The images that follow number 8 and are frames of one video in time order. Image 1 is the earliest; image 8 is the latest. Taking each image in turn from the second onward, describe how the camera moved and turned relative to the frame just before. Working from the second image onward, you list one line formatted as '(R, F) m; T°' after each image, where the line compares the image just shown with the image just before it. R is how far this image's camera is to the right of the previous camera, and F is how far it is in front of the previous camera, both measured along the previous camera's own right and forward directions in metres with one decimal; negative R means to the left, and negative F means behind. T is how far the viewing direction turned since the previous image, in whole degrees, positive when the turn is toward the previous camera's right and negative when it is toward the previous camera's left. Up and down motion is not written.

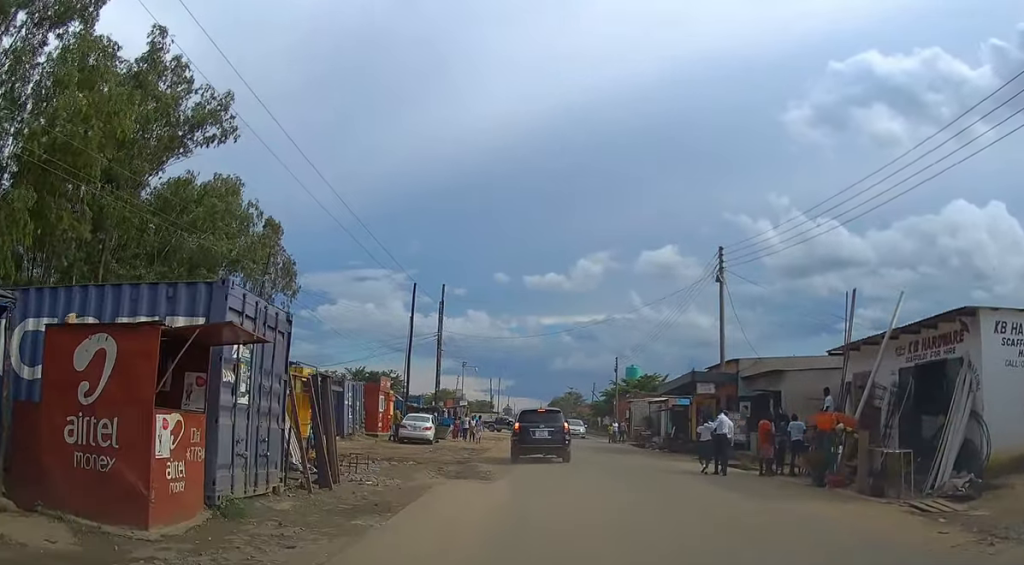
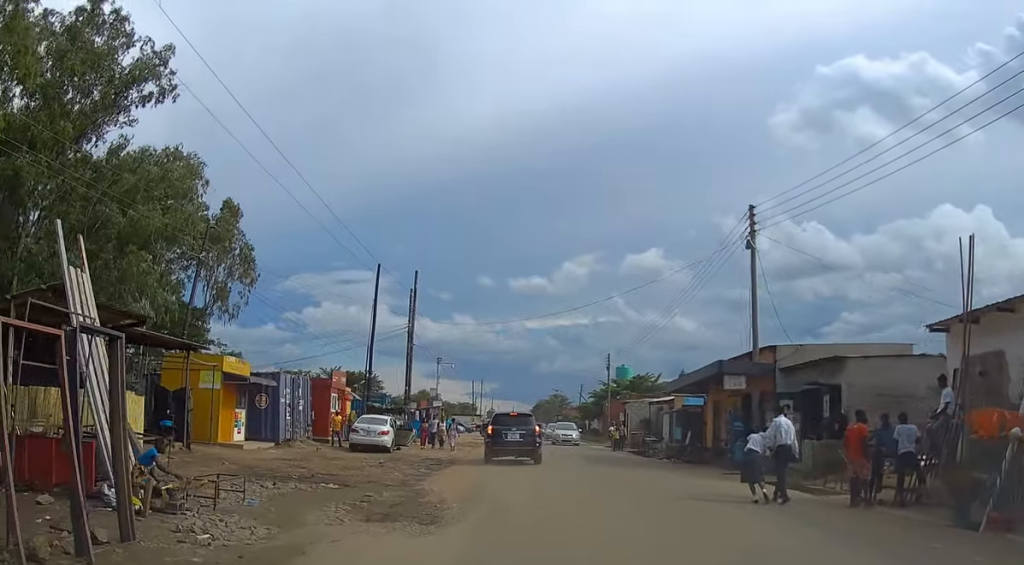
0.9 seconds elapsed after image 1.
(-0.1, +6.7) m; 0°
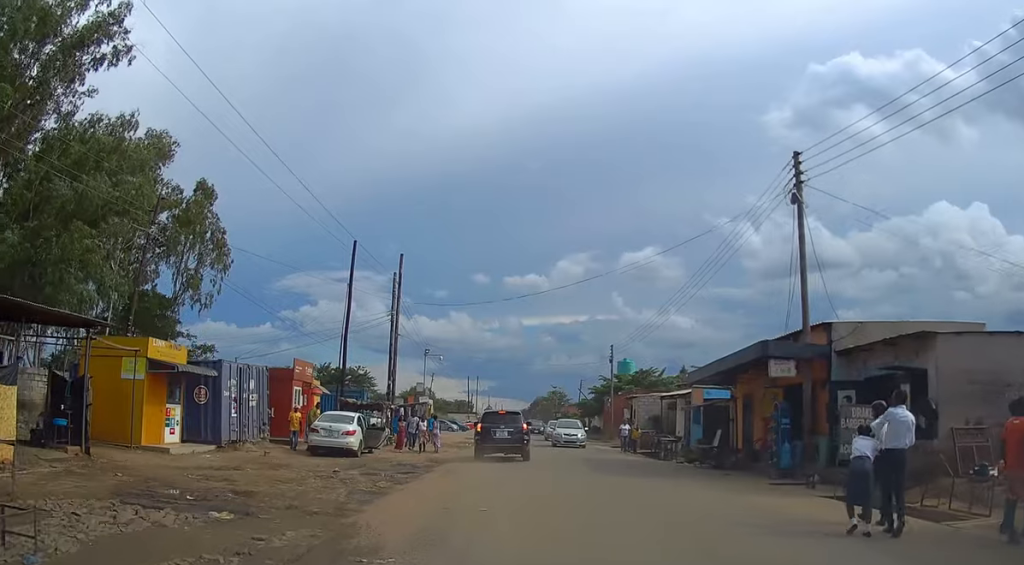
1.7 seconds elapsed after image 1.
(0.0, +5.0) m; 0°
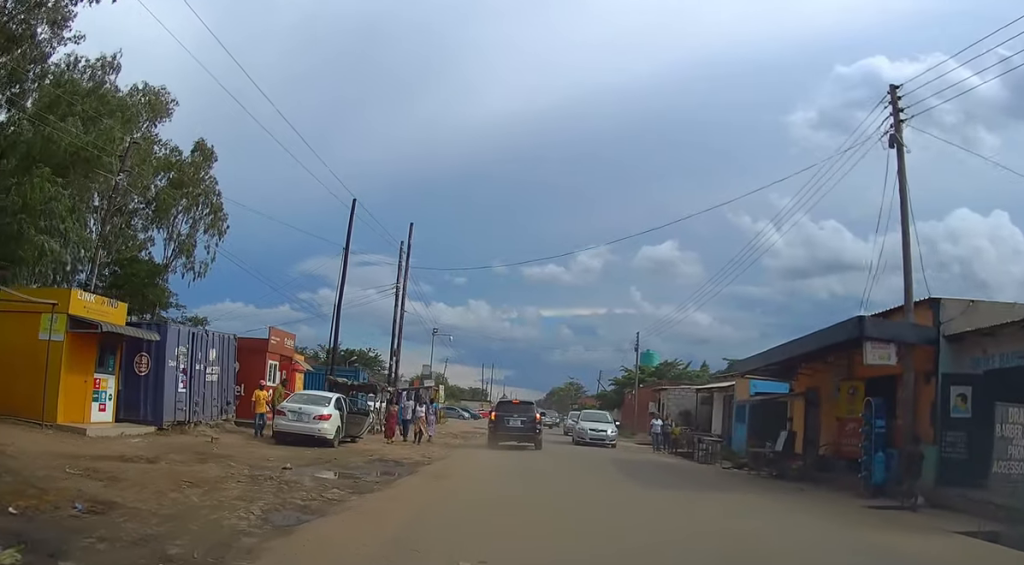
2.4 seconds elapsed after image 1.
(+0.1, +4.8) m; 0°
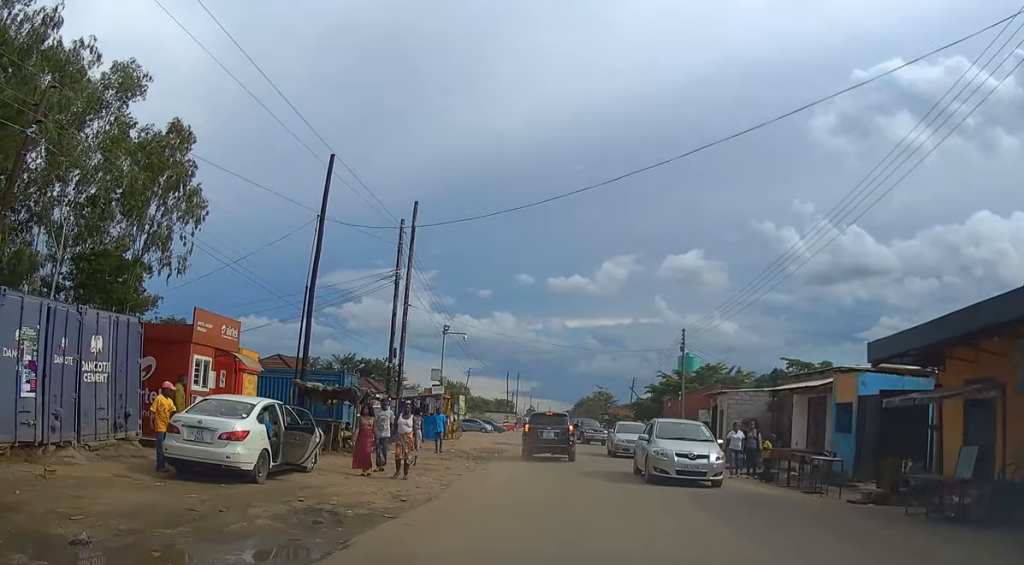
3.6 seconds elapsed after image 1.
(-0.1, +7.4) m; -1°
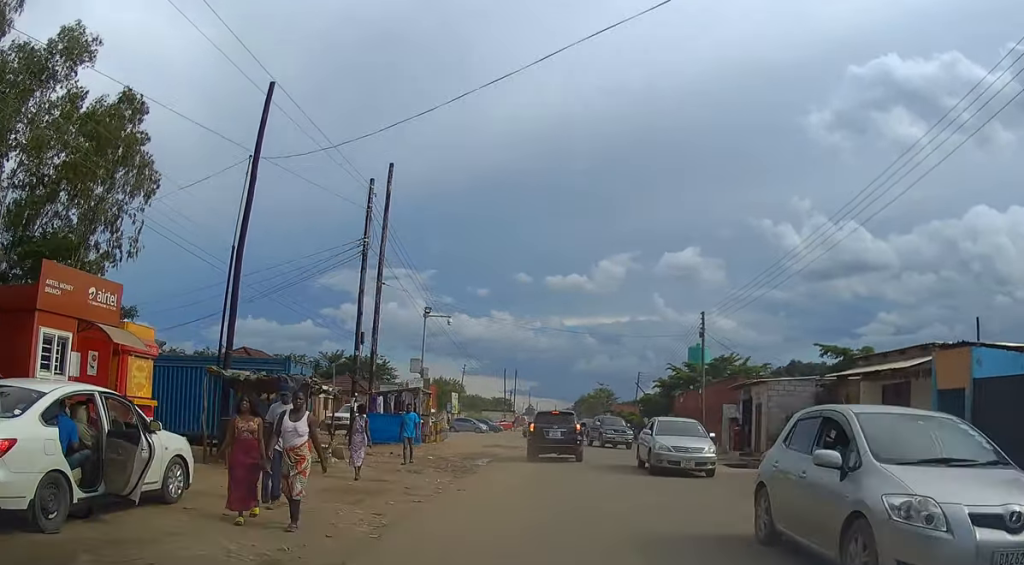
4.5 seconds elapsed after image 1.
(0.0, +5.8) m; -2°
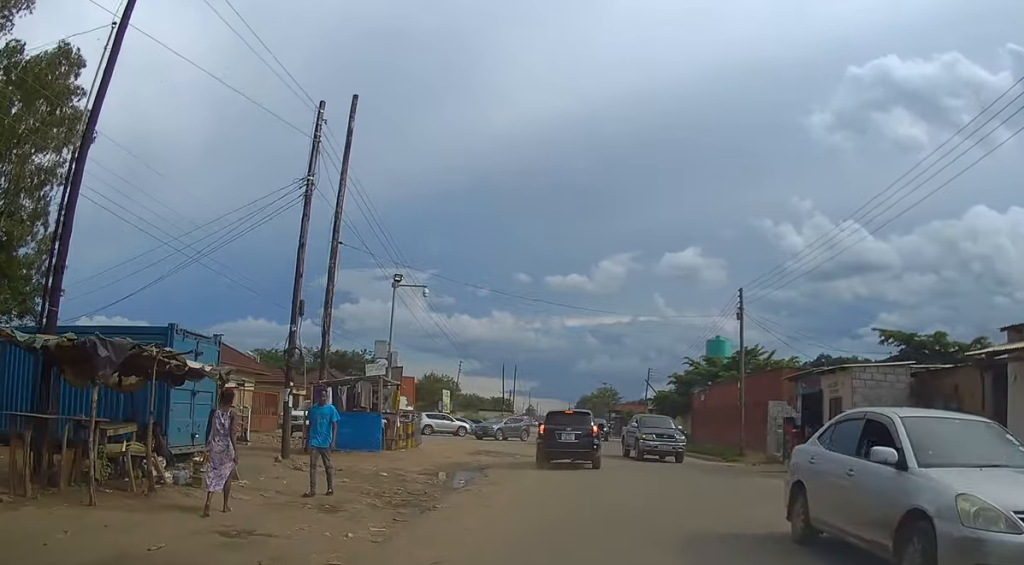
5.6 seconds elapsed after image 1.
(-0.2, +7.3) m; -1°
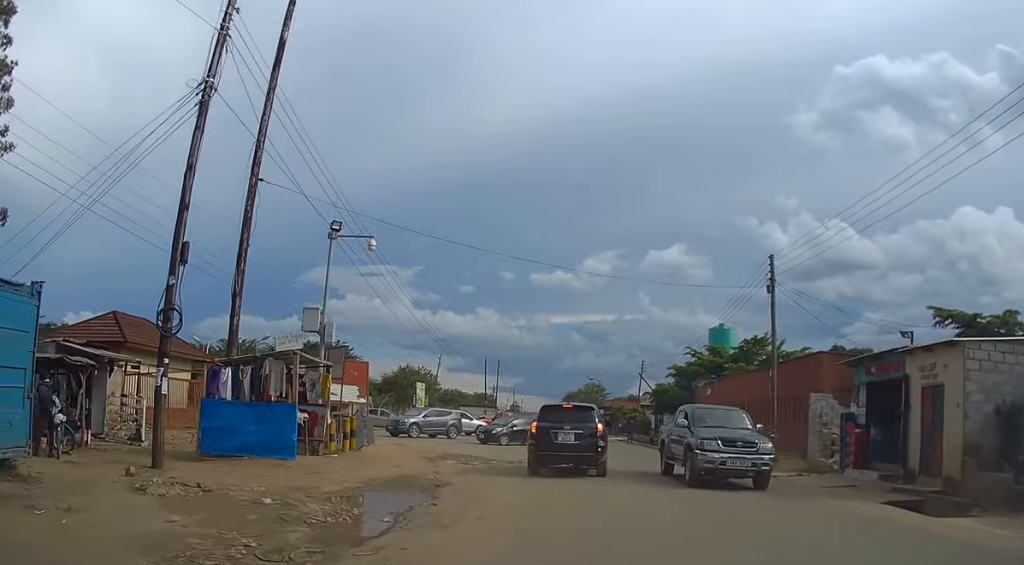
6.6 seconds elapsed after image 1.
(+0.1, +6.3) m; +2°
